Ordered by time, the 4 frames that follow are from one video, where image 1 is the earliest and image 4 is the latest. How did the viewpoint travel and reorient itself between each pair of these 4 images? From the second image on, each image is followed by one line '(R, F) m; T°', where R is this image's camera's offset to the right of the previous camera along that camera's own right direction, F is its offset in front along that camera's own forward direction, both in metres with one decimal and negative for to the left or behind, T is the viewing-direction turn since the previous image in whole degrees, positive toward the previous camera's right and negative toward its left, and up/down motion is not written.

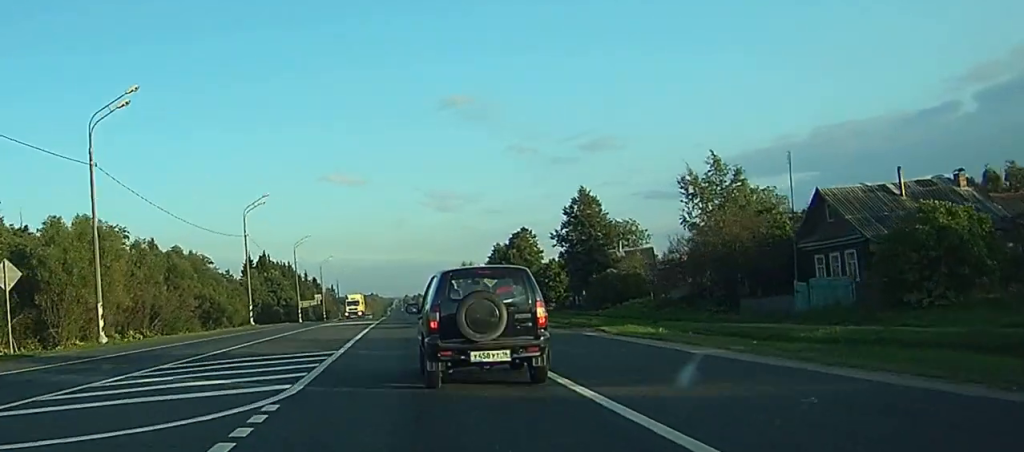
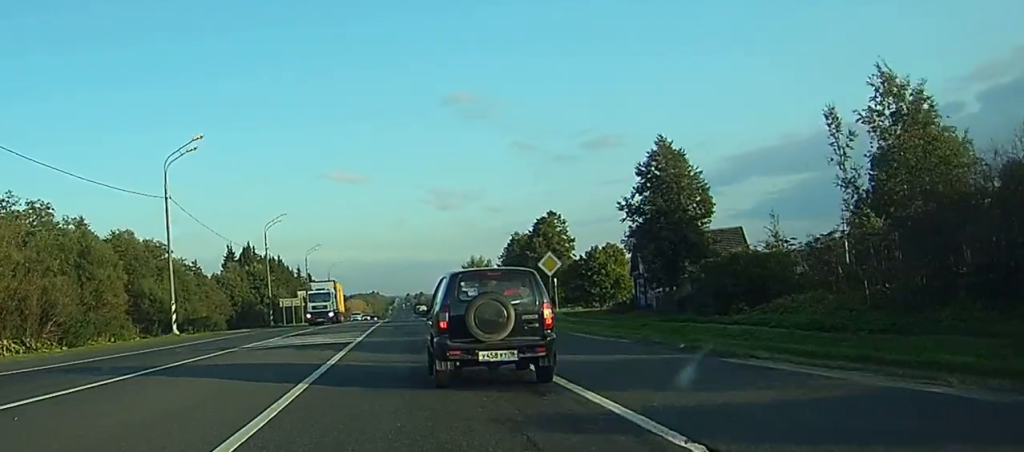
(+0.1, +28.2) m; +1°
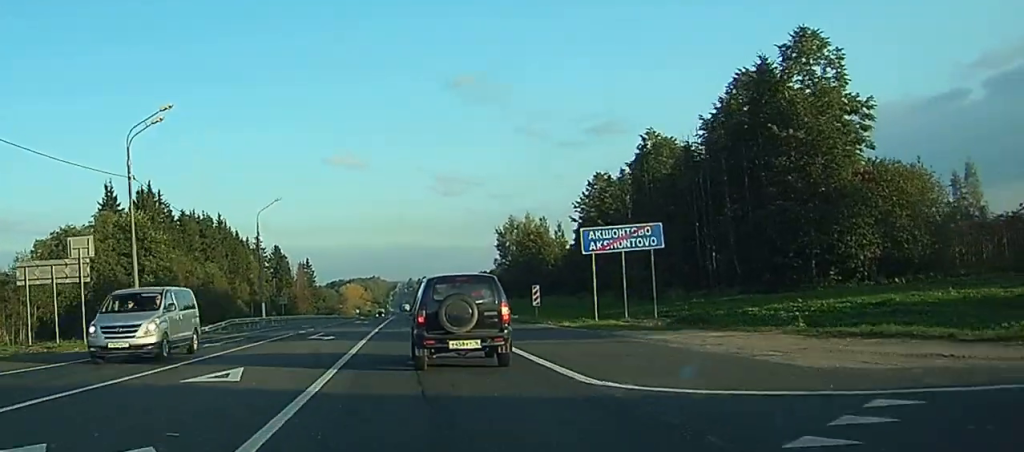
(-0.9, +88.1) m; -1°
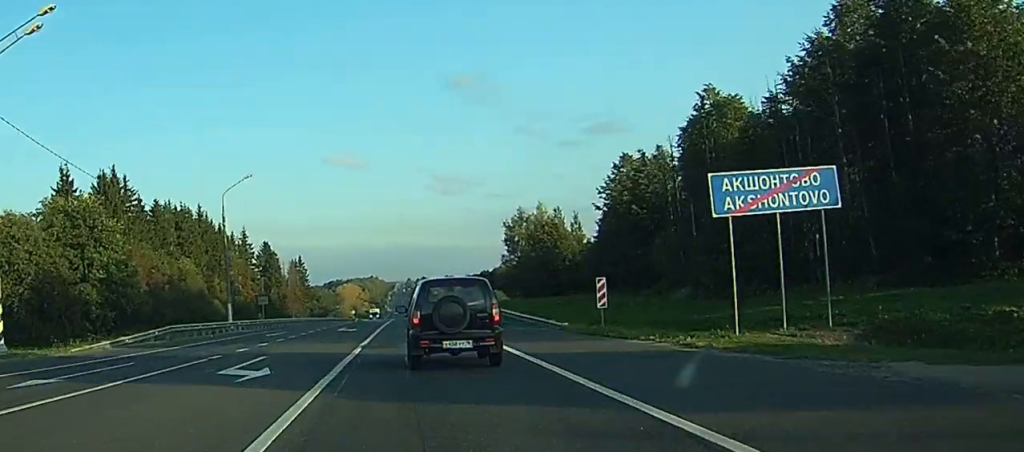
(0.0, +15.8) m; +6°
